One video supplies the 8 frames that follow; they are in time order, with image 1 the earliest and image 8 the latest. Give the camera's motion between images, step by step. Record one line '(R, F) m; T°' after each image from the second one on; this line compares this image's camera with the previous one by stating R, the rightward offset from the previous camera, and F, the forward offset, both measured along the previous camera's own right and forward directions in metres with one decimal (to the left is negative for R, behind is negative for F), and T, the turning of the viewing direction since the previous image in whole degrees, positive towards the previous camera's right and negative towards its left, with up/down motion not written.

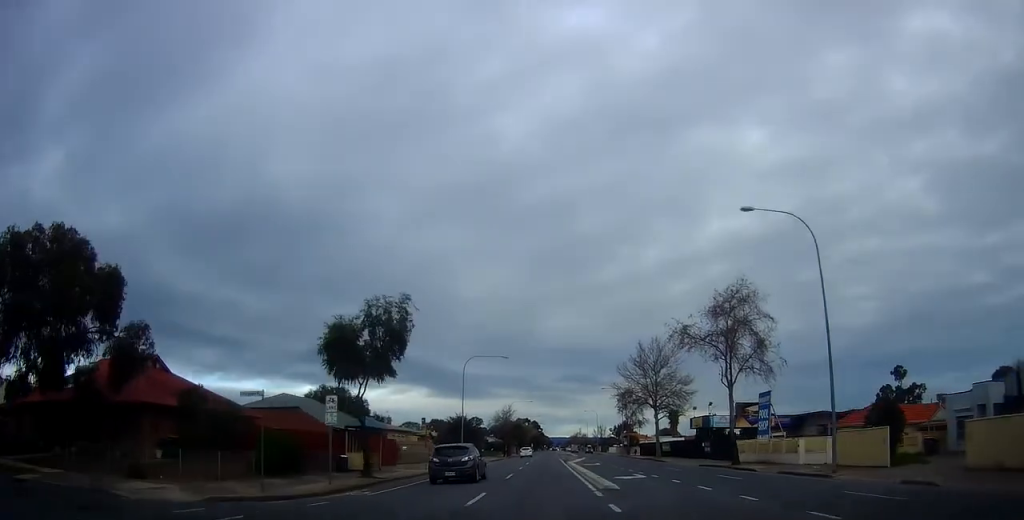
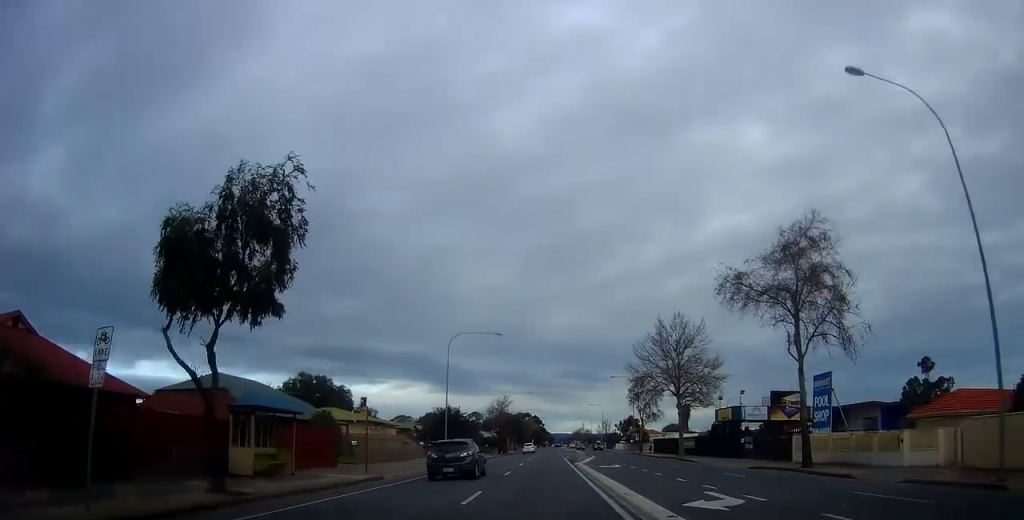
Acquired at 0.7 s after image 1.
(+0.2, +12.0) m; 0°
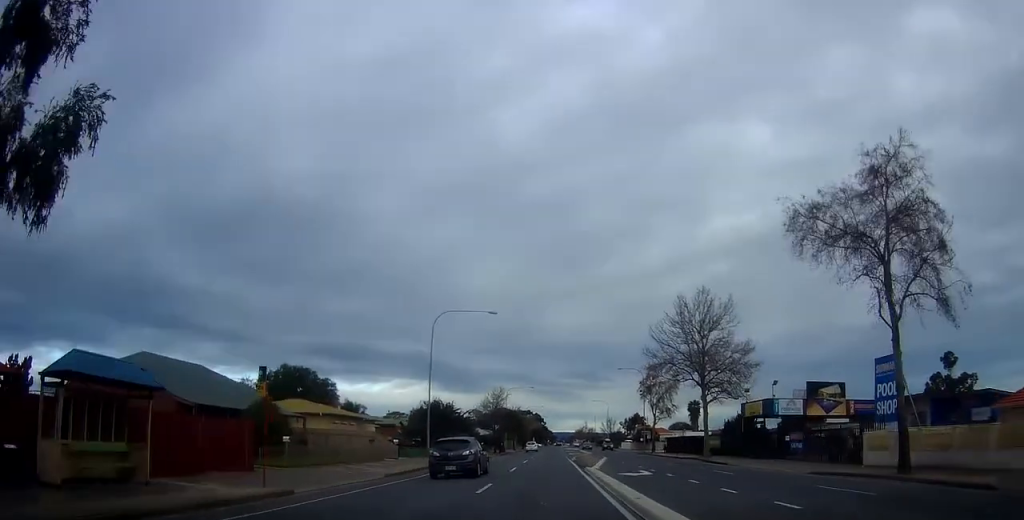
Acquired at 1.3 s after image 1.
(+0.5, +9.2) m; 0°
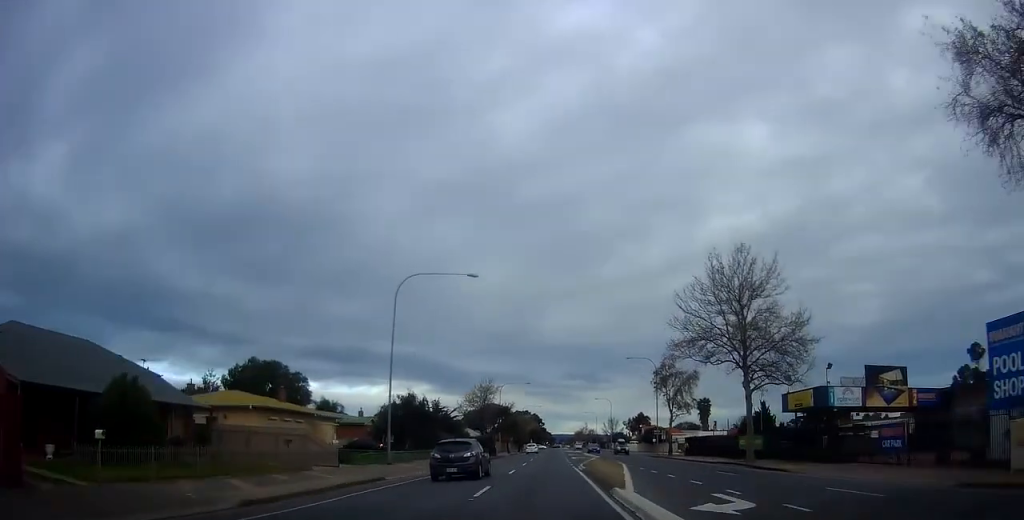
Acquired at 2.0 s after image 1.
(-0.6, +11.8) m; -1°
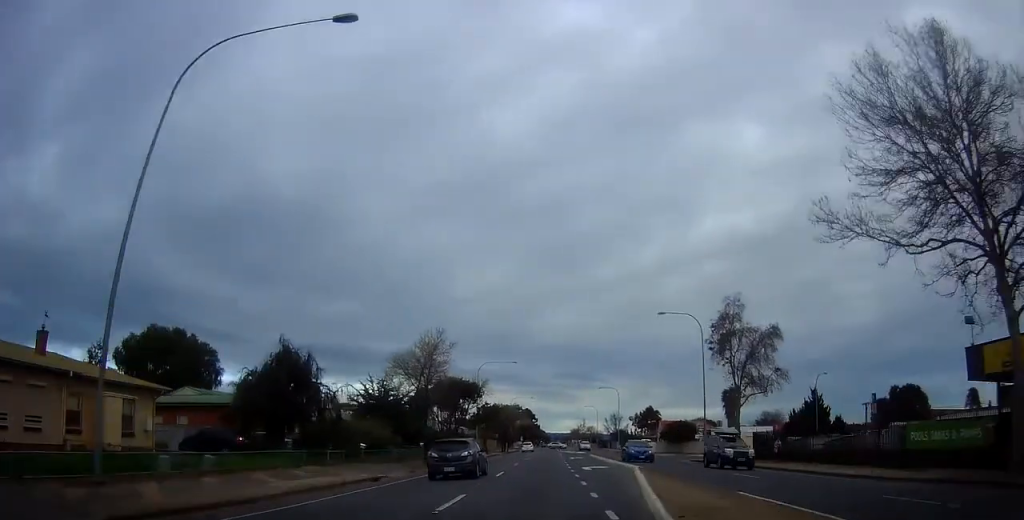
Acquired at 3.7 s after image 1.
(-0.1, +26.0) m; 0°
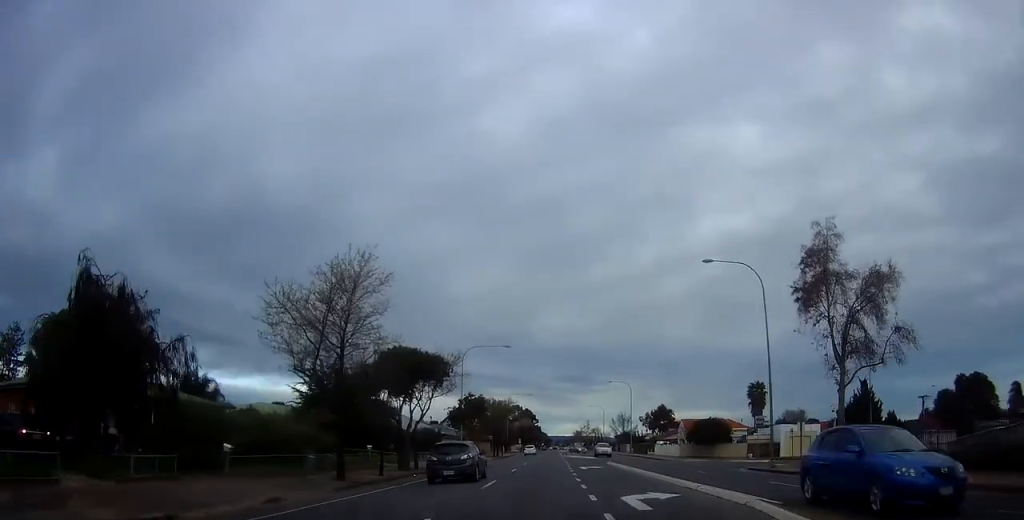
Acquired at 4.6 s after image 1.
(0.0, +15.2) m; +1°
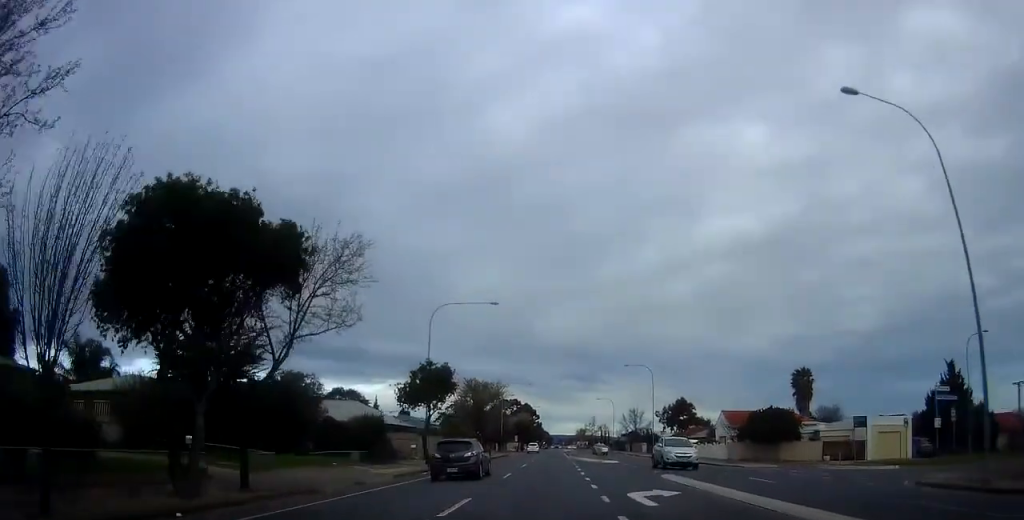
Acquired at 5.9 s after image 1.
(+0.1, +19.3) m; -1°
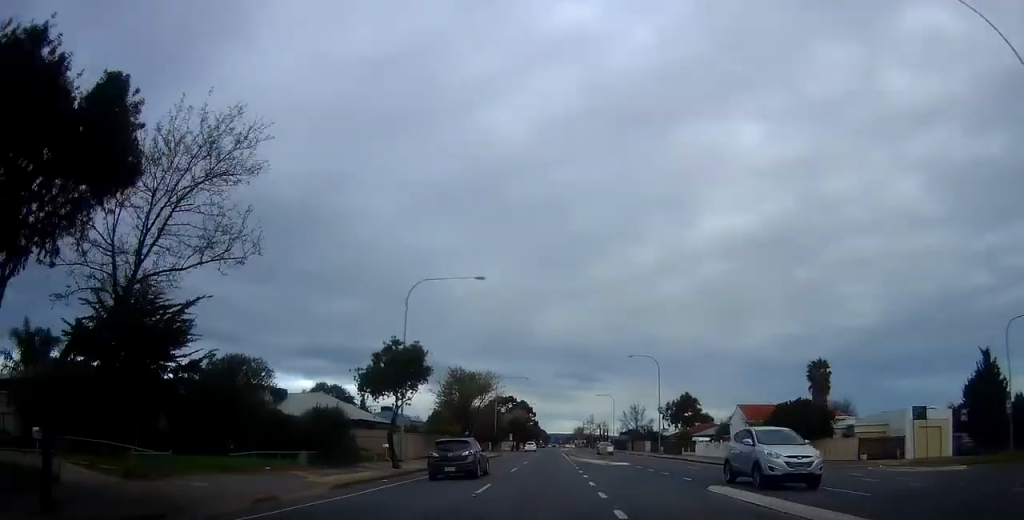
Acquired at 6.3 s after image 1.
(-0.3, +6.8) m; -1°
